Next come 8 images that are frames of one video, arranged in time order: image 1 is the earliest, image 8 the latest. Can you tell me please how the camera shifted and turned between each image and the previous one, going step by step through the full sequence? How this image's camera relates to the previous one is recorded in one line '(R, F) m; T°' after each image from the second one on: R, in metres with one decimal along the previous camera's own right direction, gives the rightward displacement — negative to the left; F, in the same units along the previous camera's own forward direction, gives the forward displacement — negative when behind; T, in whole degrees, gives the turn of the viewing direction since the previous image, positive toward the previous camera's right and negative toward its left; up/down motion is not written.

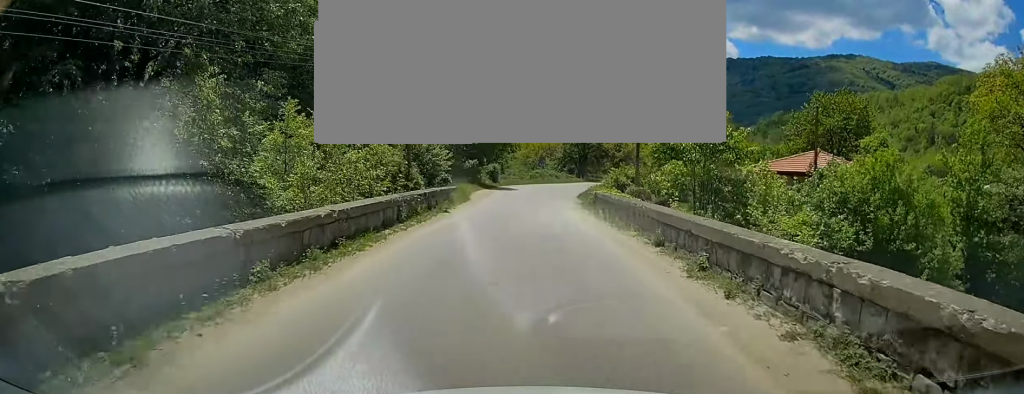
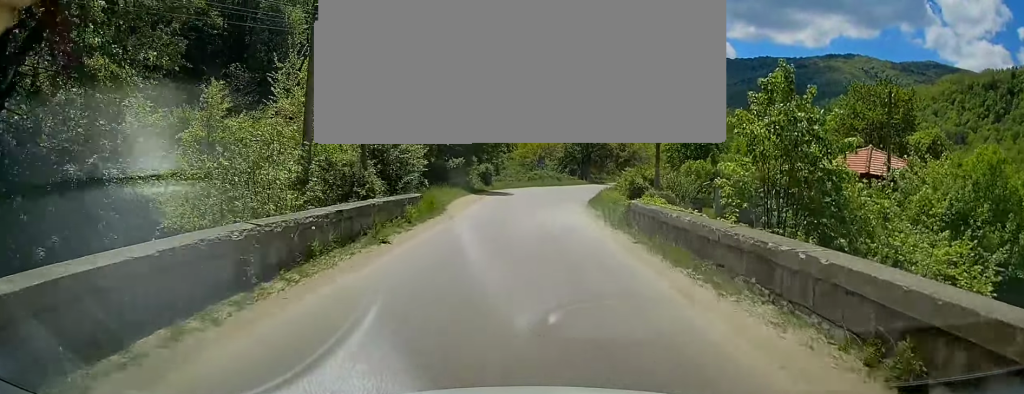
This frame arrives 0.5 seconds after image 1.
(0.0, +8.0) m; +1°
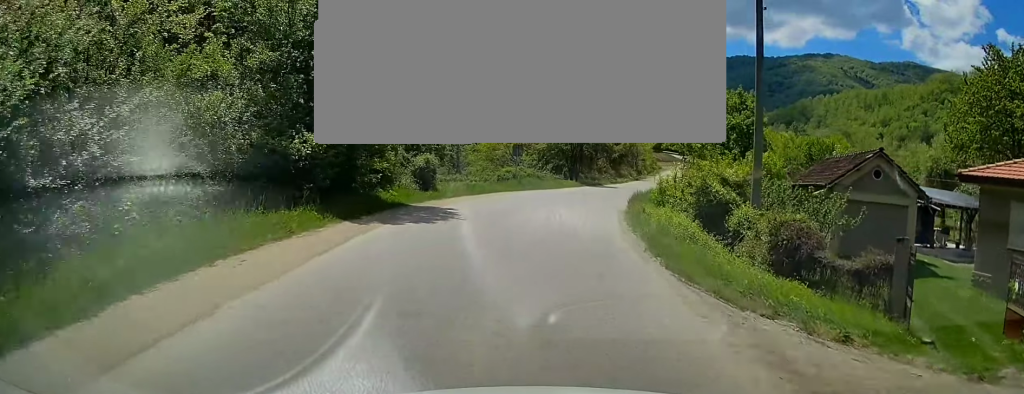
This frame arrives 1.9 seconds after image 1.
(+0.4, +21.0) m; +4°
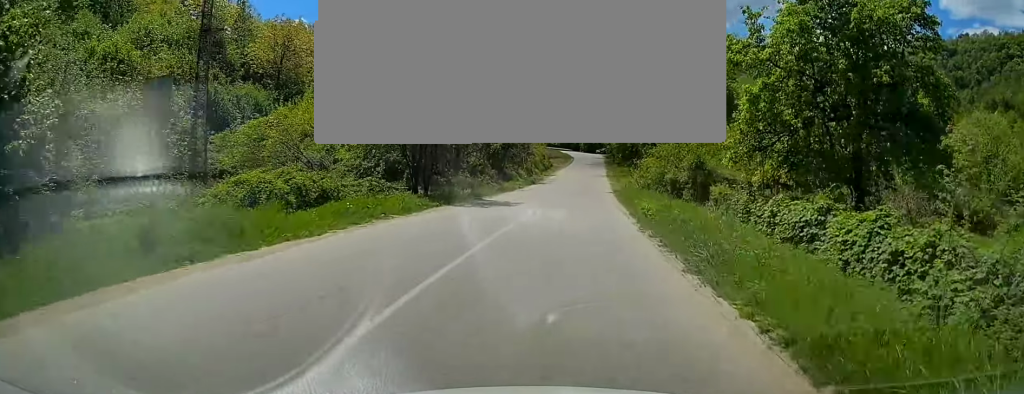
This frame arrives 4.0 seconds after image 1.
(+3.0, +31.2) m; +12°
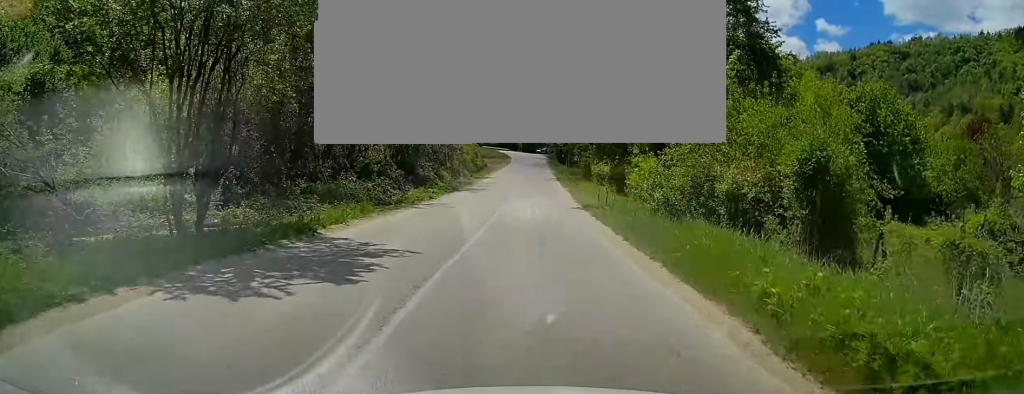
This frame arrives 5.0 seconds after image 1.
(+1.0, +15.8) m; +4°
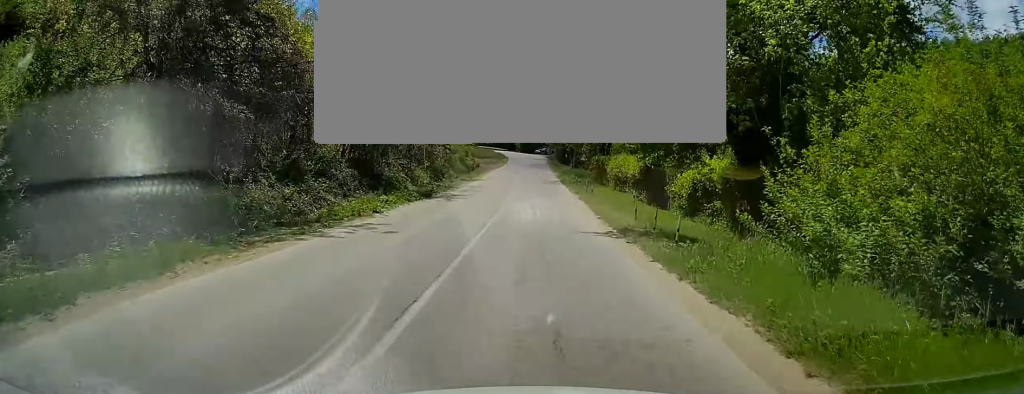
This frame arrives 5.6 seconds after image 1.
(0.0, +10.0) m; 0°
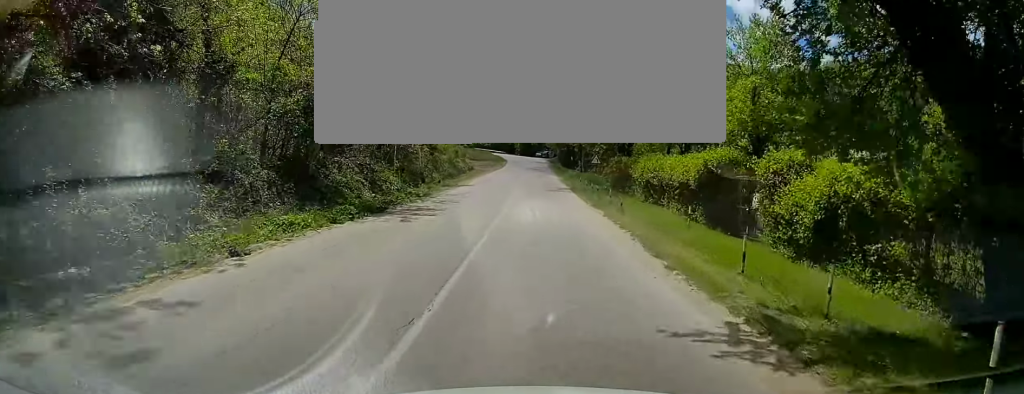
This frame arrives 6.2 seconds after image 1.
(0.0, +8.9) m; 0°
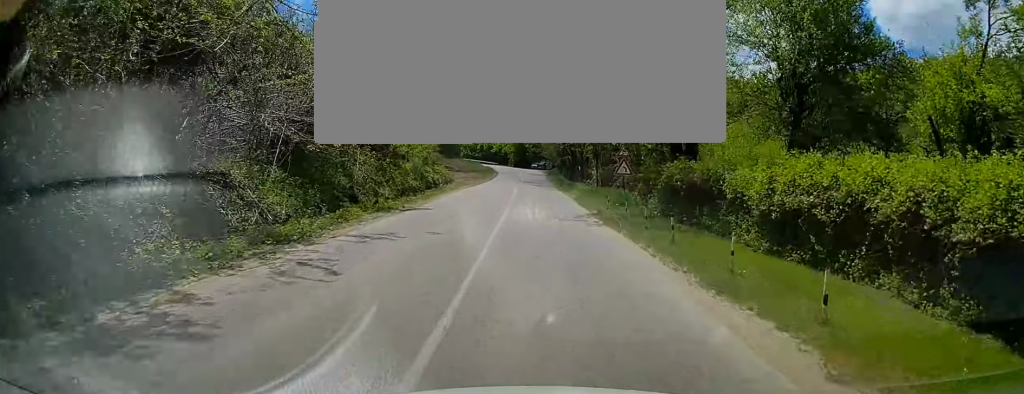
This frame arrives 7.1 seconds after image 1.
(+0.1, +14.1) m; 0°
